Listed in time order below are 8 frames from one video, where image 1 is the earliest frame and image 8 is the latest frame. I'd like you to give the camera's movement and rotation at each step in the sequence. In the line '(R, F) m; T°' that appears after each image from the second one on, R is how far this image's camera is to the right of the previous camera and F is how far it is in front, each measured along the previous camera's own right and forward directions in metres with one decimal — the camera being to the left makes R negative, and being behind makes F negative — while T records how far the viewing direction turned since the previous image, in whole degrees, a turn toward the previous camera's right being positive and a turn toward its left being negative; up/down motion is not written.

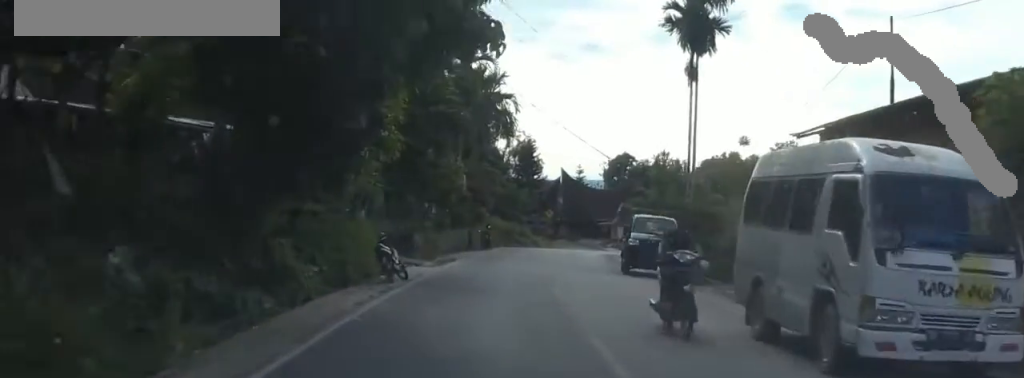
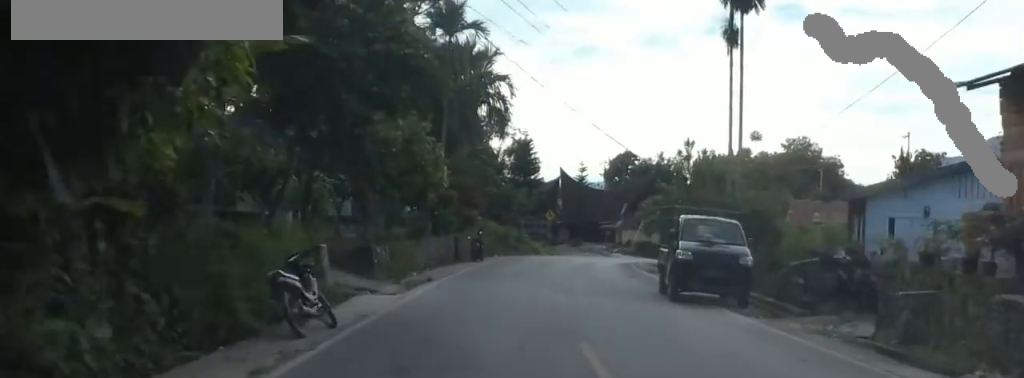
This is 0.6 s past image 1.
(+1.0, +7.9) m; +3°
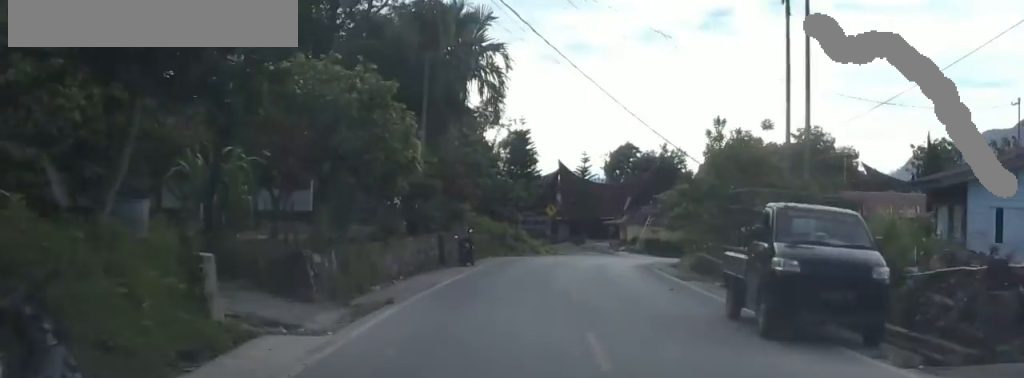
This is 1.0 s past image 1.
(+0.1, +6.9) m; 0°
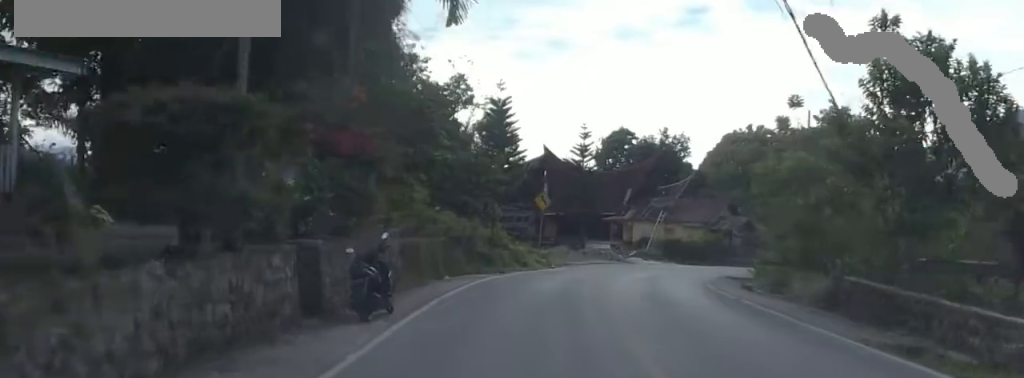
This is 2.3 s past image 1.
(-0.8, +17.7) m; -1°
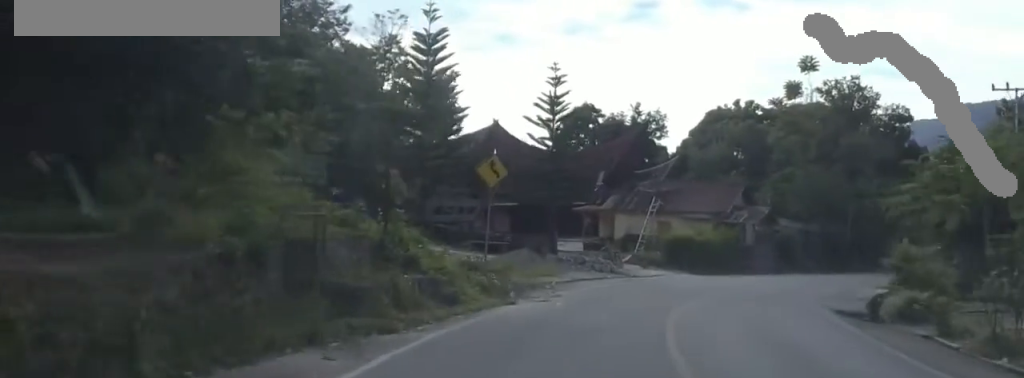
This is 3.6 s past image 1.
(+0.8, +18.3) m; +9°
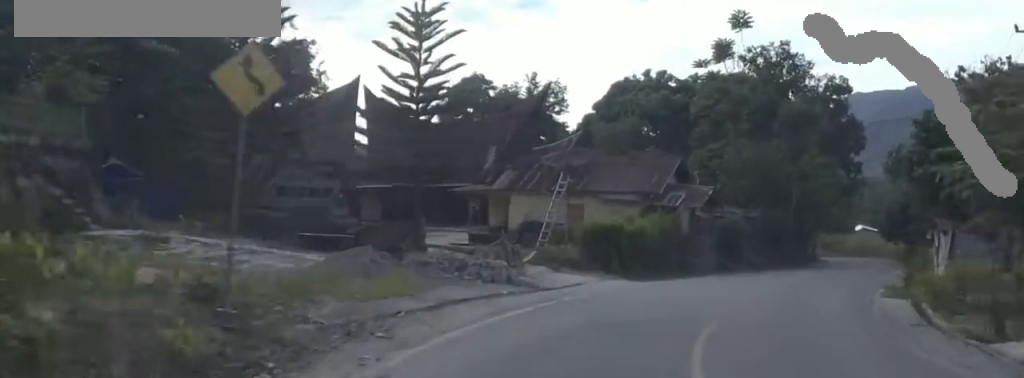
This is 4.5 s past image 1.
(+1.1, +12.4) m; +5°
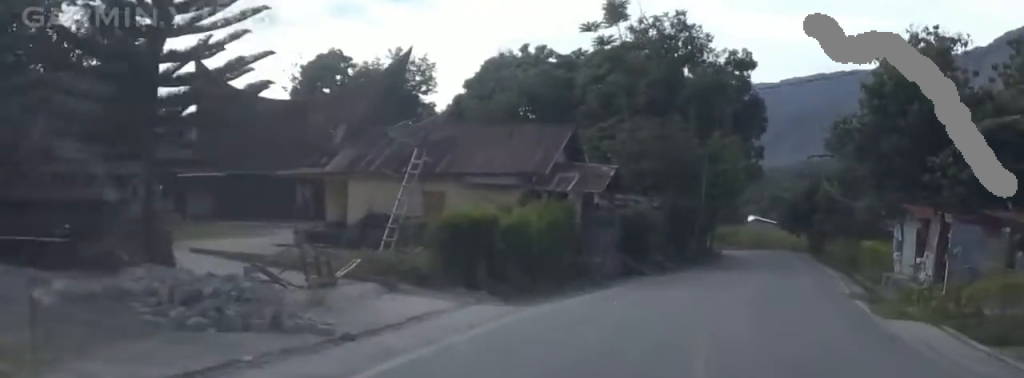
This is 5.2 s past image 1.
(+0.2, +9.9) m; +6°
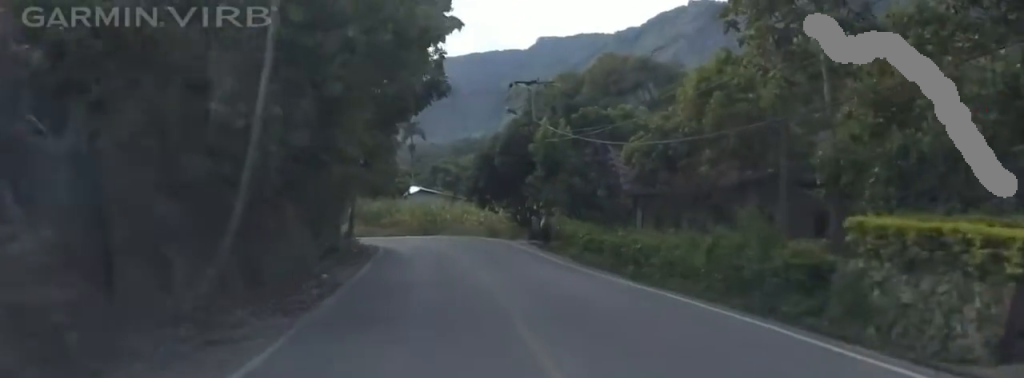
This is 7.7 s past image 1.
(+6.8, +32.5) m; +13°
